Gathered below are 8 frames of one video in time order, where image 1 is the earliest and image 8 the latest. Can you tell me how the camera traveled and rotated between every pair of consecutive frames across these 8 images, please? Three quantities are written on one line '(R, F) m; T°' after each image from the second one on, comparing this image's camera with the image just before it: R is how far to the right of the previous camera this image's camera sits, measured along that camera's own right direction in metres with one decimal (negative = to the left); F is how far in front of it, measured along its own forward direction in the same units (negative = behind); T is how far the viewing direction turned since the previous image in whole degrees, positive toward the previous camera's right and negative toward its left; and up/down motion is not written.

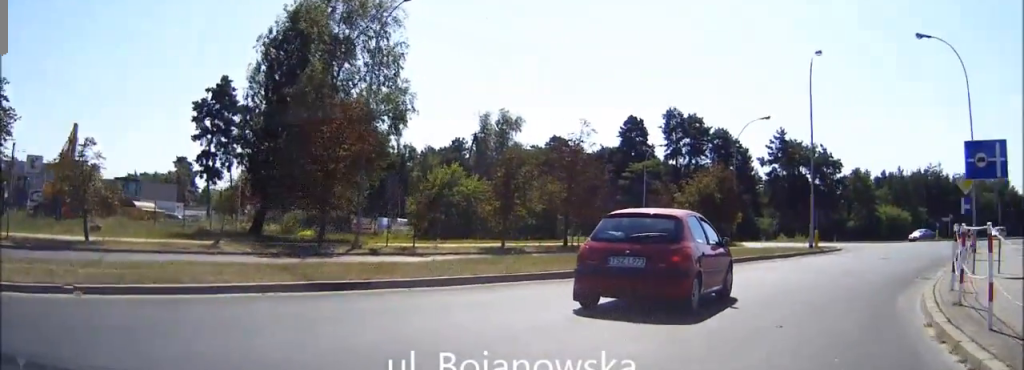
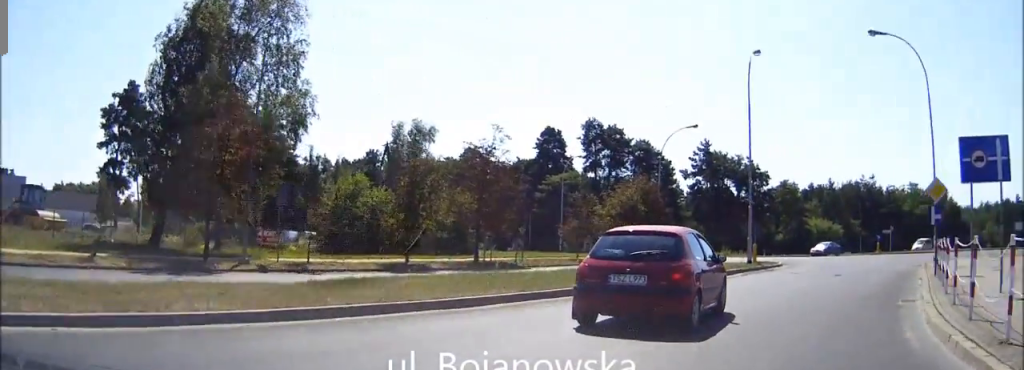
(+0.4, +3.2) m; +6°
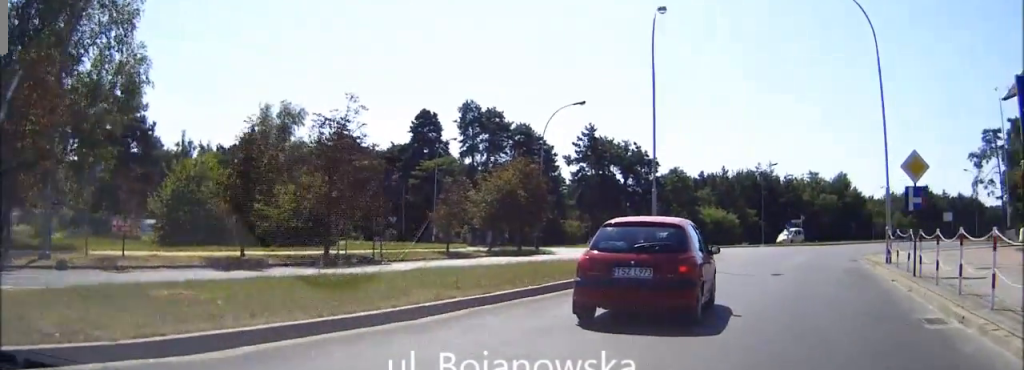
(+0.5, +5.6) m; +9°
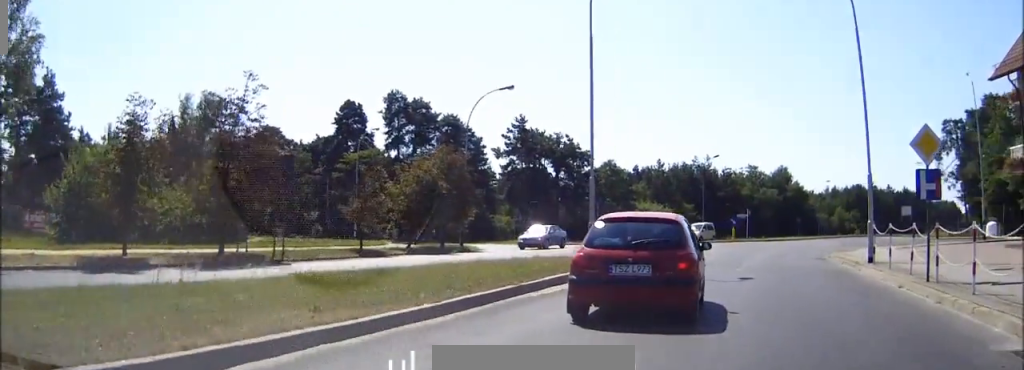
(+0.1, +3.9) m; +5°
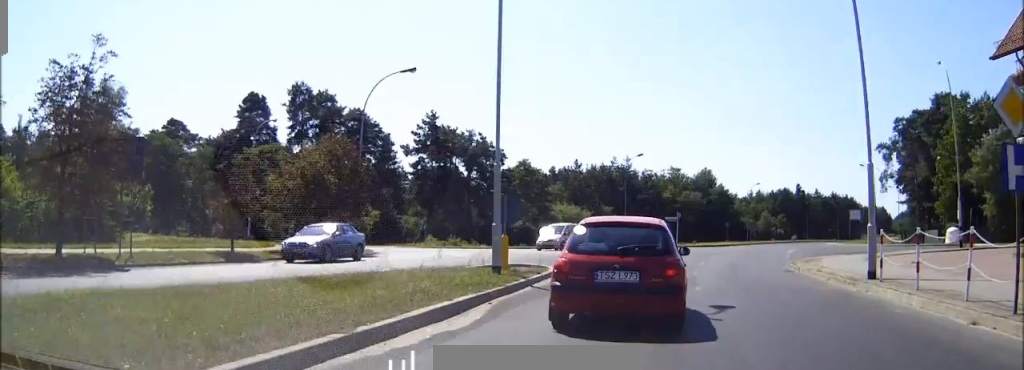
(+0.4, +5.7) m; +6°
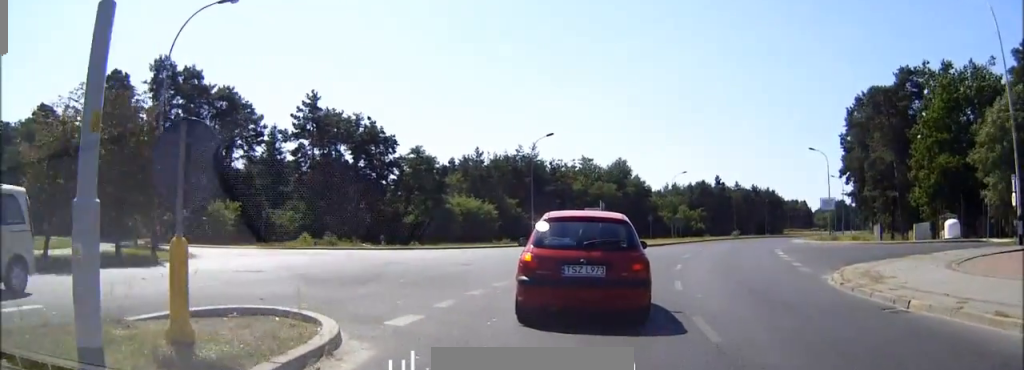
(+1.3, +13.1) m; +9°
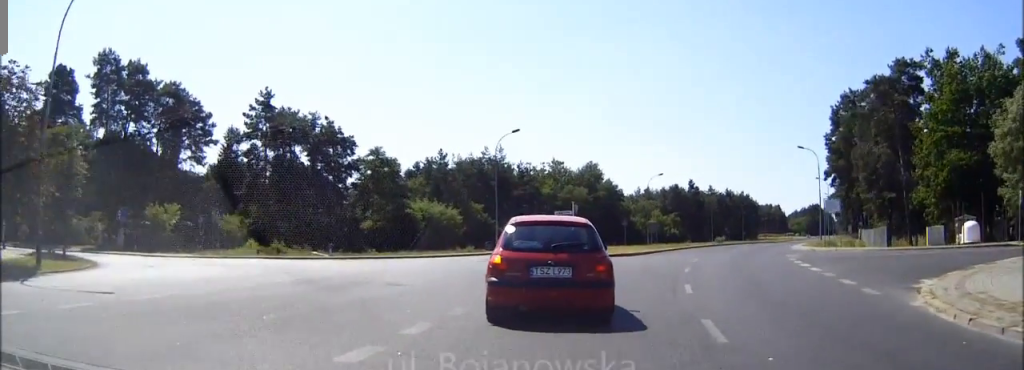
(+0.2, +6.2) m; +3°
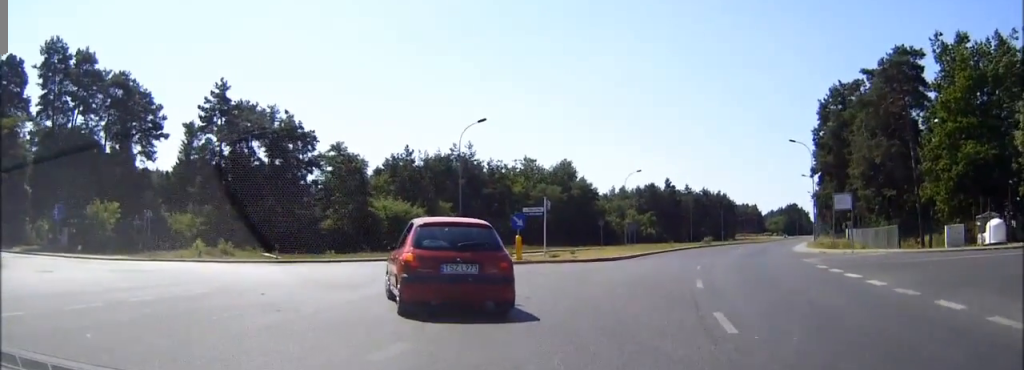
(+0.2, +5.8) m; +1°
